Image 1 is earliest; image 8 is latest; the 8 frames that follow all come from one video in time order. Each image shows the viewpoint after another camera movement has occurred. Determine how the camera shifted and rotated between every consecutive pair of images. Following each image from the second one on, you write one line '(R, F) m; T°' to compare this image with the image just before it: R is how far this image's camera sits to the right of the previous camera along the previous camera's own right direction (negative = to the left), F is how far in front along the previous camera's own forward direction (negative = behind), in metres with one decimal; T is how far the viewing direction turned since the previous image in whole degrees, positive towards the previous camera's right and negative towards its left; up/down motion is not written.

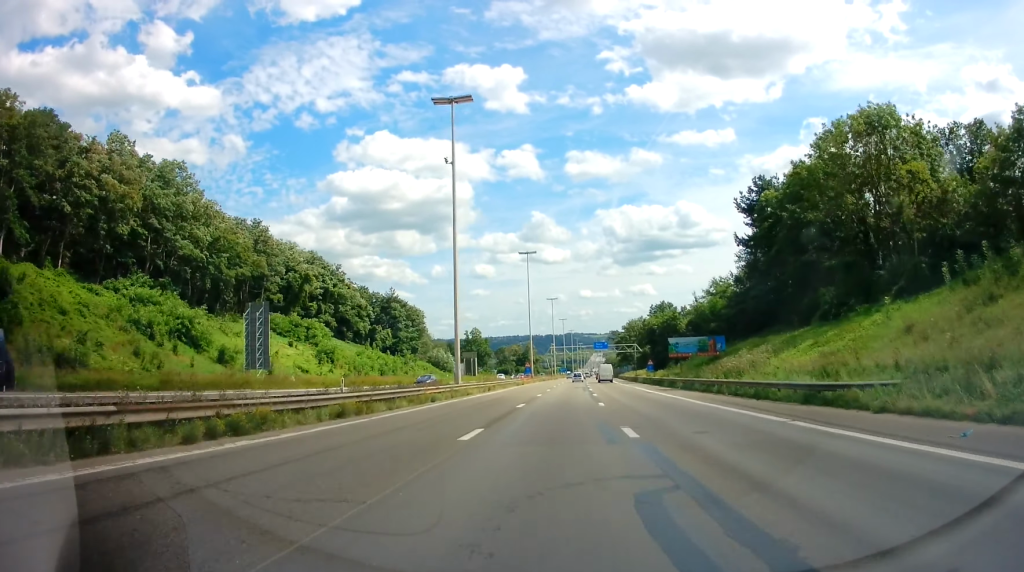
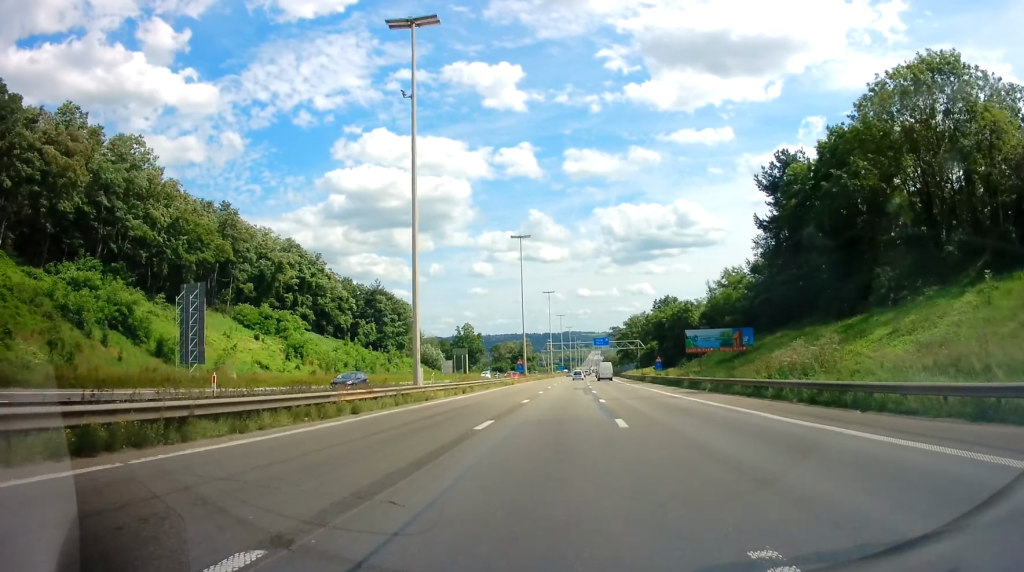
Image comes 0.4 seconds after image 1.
(+0.1, +10.6) m; 0°
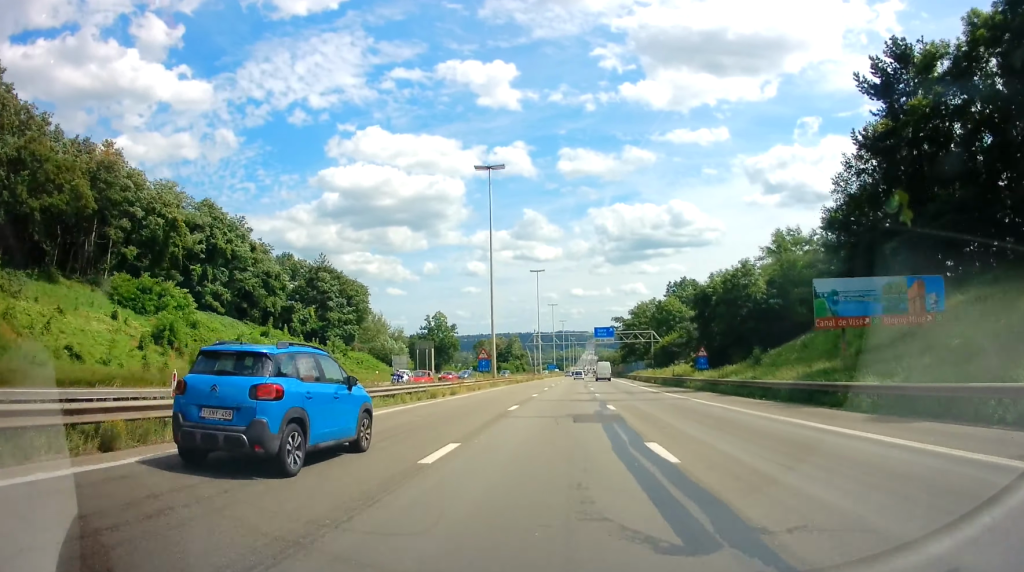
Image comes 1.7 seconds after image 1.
(+0.1, +30.1) m; 0°
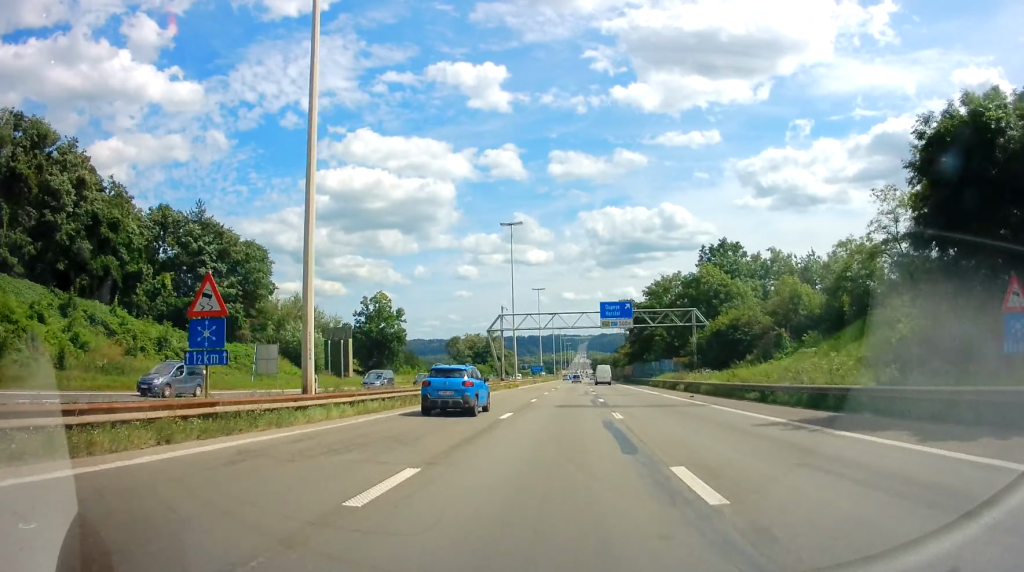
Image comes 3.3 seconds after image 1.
(+0.5, +39.8) m; +2°
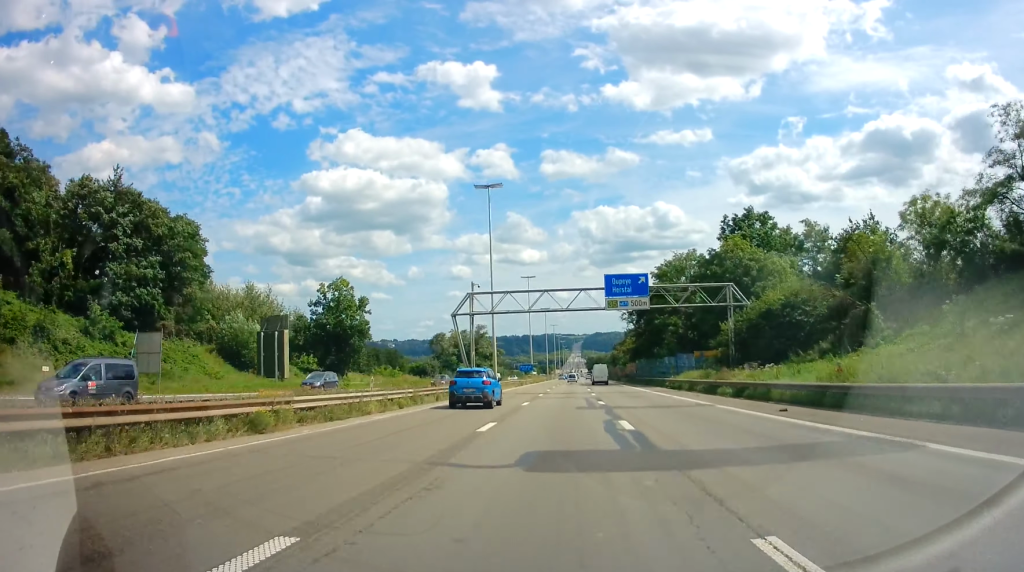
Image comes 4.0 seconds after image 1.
(0.0, +16.3) m; +1°
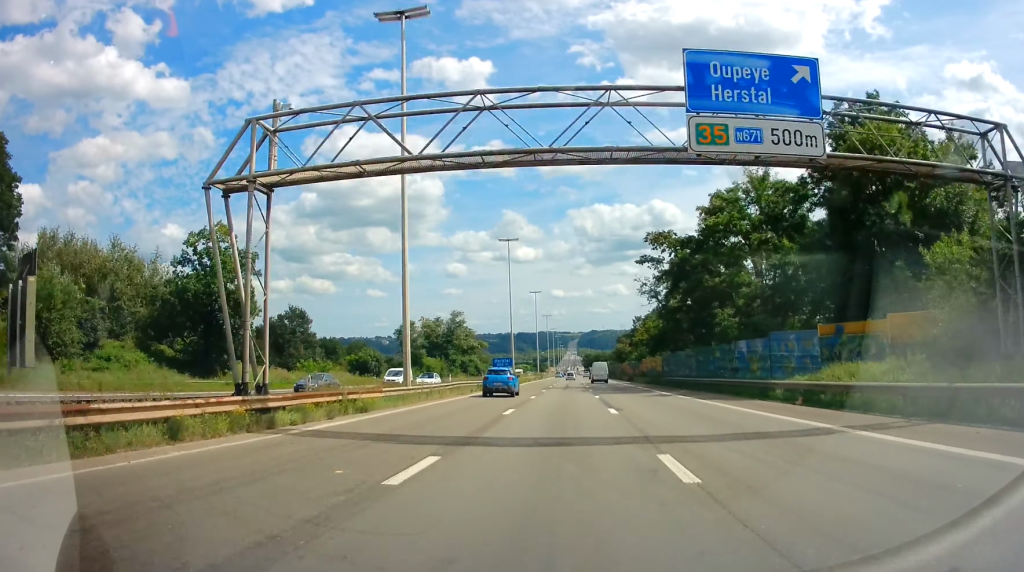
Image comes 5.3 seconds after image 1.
(+0.3, +32.0) m; 0°
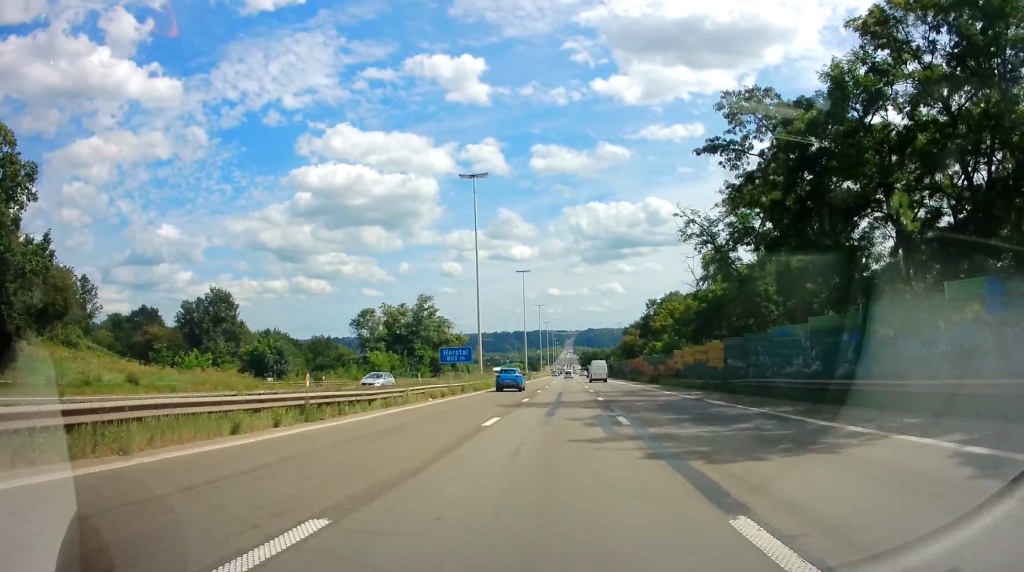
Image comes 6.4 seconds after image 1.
(-0.5, +29.0) m; -1°
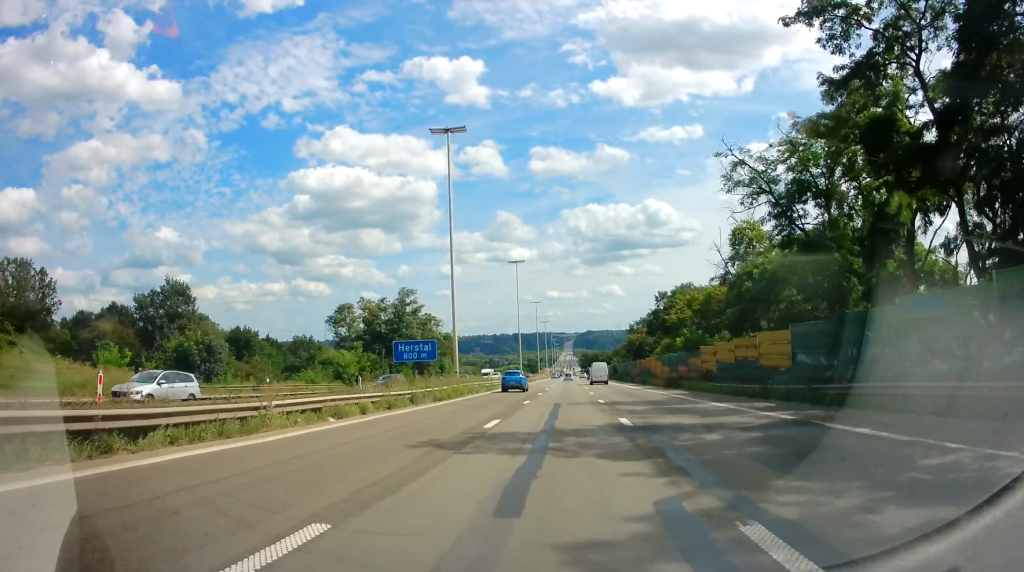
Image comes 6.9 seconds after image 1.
(-0.1, +12.4) m; +1°
